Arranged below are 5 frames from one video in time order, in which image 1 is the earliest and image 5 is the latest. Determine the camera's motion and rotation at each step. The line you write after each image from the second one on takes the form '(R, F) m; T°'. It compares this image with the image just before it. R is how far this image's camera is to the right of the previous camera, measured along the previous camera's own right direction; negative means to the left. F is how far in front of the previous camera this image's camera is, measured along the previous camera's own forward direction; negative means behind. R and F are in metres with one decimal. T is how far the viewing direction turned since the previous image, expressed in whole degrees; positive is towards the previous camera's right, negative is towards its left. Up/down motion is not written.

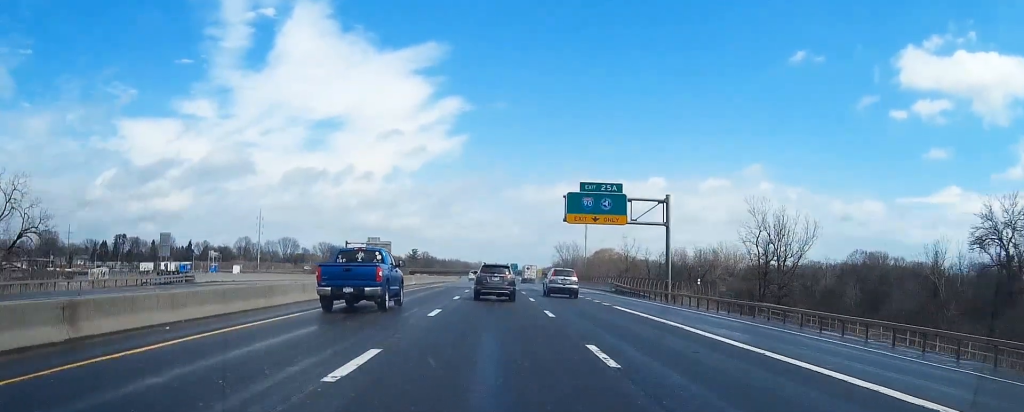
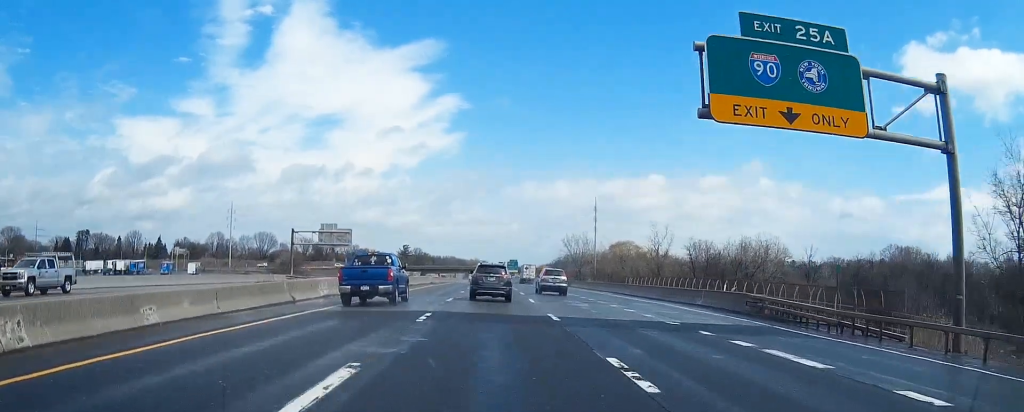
(0.0, +38.5) m; 0°
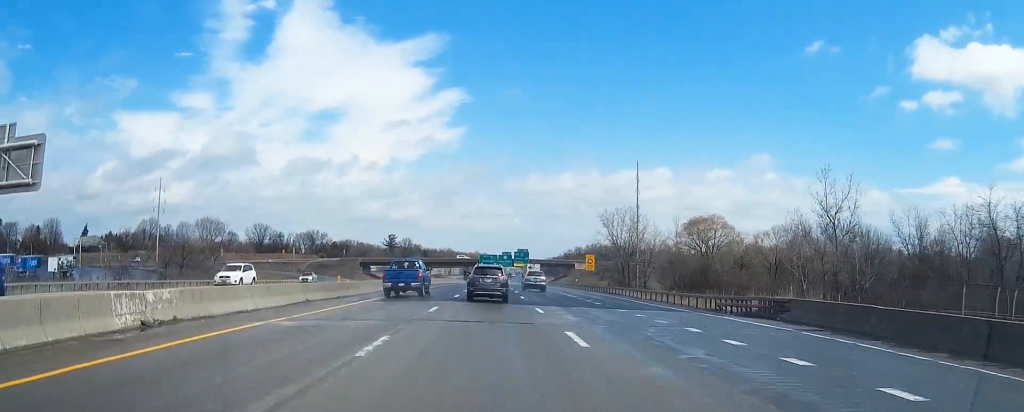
(-0.3, +80.3) m; 0°
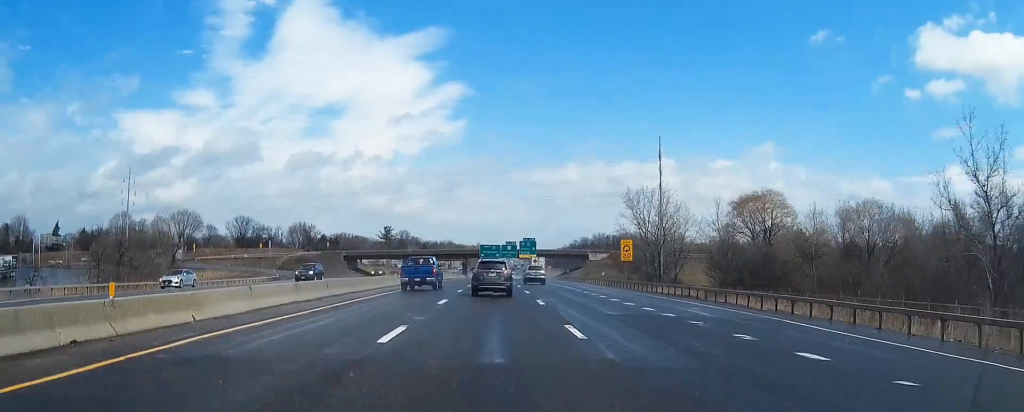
(0.0, +26.3) m; 0°
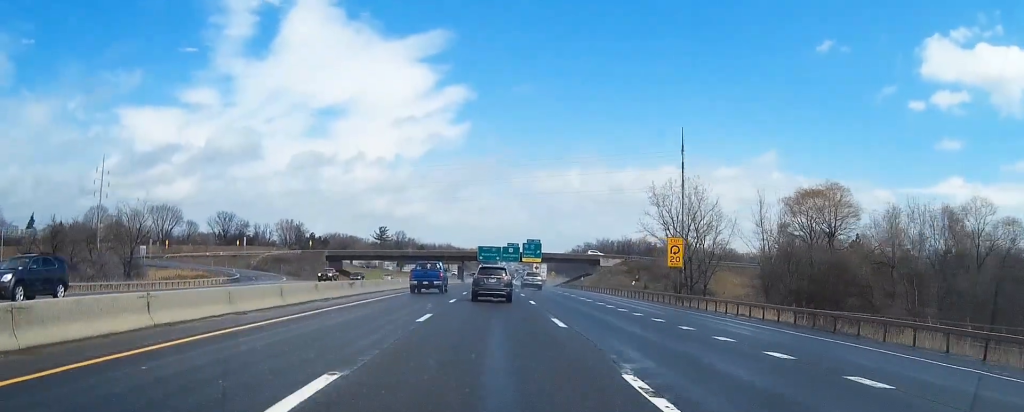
(0.0, +20.3) m; 0°
